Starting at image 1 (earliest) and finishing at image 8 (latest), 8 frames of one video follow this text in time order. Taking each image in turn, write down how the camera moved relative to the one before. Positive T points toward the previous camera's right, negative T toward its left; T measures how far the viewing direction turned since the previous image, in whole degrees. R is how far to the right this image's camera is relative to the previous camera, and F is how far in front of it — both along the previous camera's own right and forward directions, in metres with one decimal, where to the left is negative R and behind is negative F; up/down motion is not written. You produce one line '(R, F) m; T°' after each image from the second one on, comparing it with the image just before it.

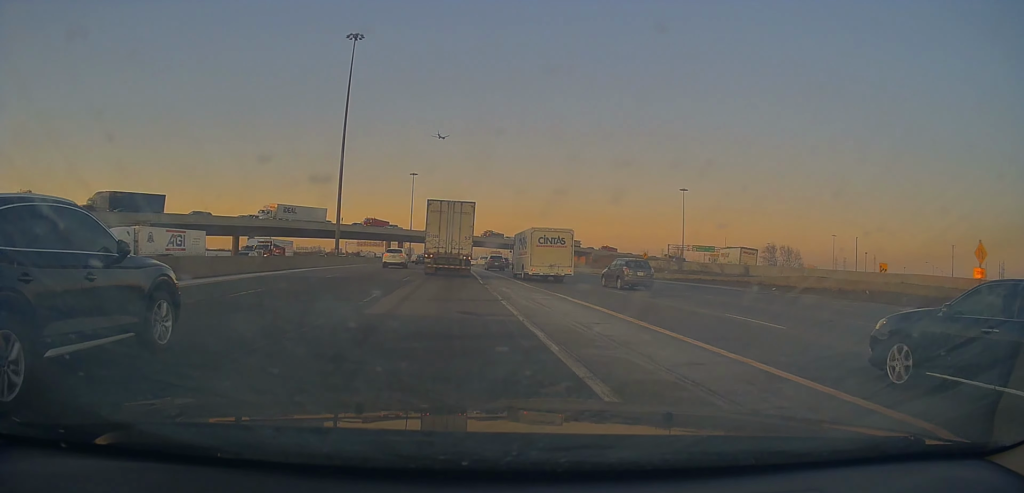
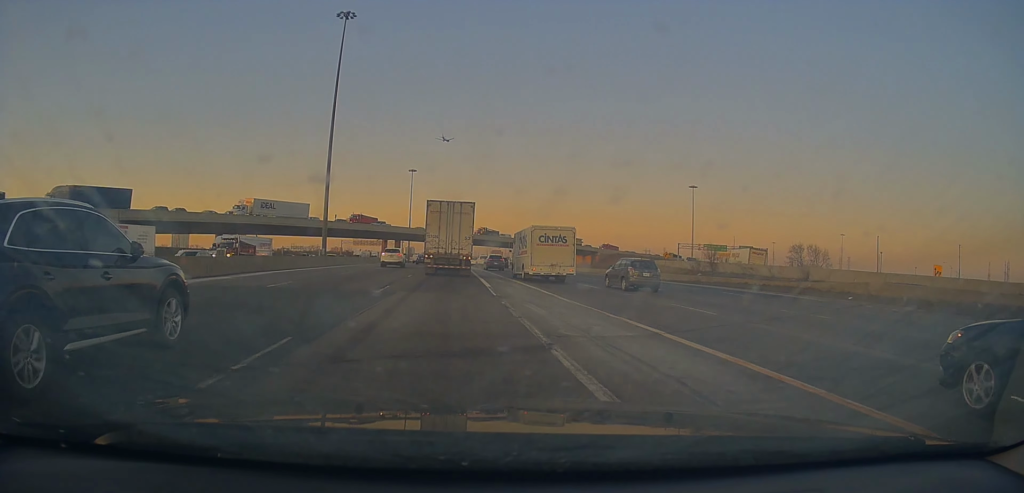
(0.0, +8.6) m; 0°
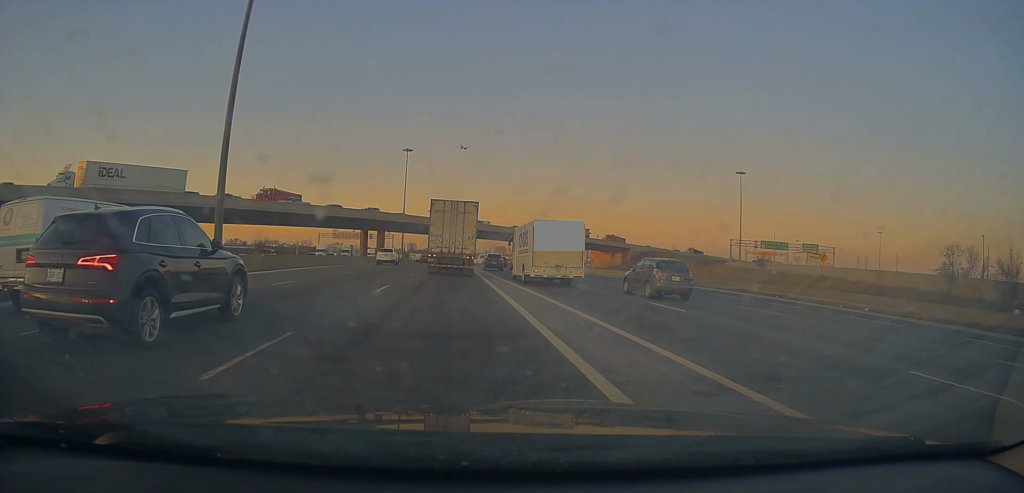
(+0.5, +35.5) m; +2°
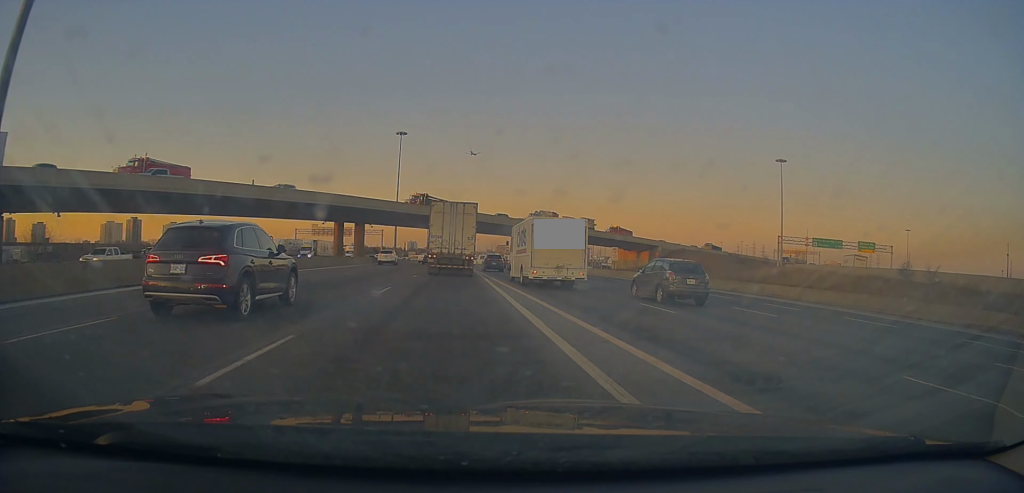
(-0.2, +24.1) m; 0°
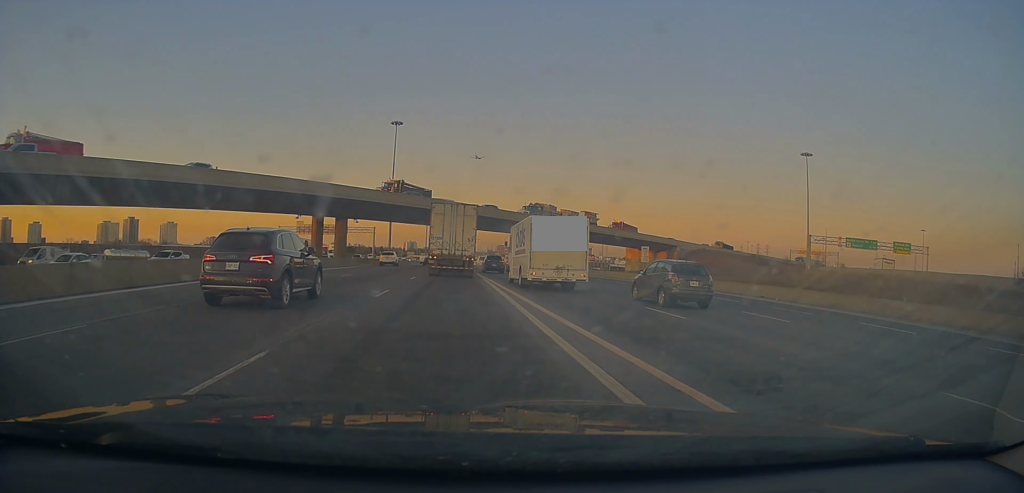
(+0.2, +13.0) m; -1°
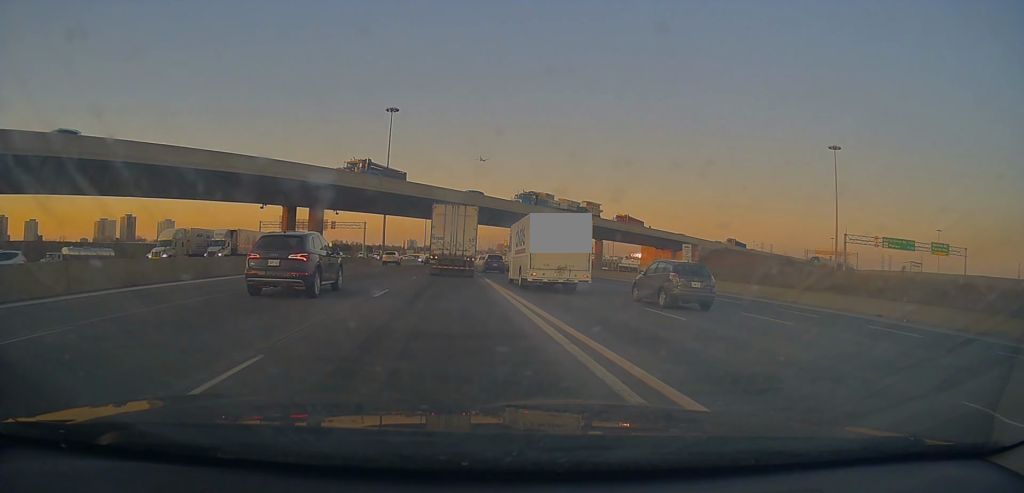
(-0.2, +12.4) m; -1°
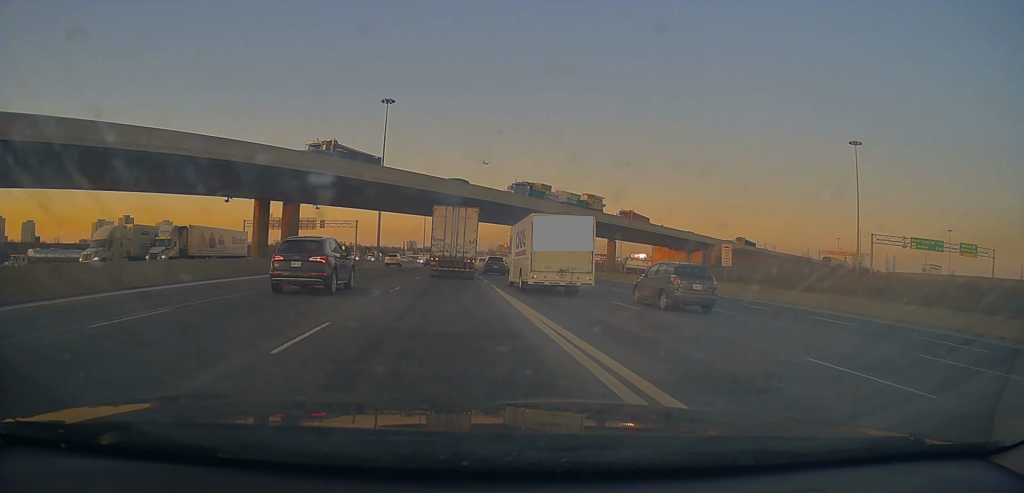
(-0.2, +8.5) m; 0°
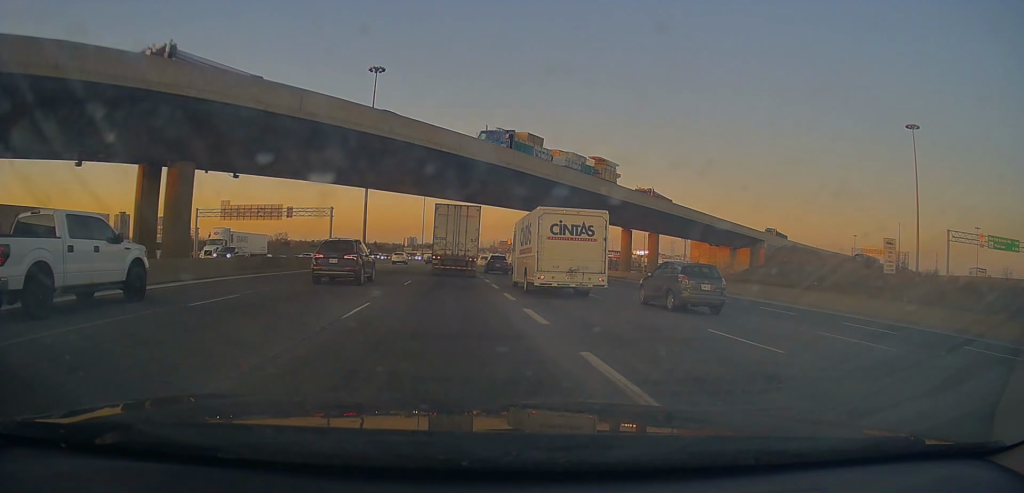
(+0.2, +19.9) m; +2°
